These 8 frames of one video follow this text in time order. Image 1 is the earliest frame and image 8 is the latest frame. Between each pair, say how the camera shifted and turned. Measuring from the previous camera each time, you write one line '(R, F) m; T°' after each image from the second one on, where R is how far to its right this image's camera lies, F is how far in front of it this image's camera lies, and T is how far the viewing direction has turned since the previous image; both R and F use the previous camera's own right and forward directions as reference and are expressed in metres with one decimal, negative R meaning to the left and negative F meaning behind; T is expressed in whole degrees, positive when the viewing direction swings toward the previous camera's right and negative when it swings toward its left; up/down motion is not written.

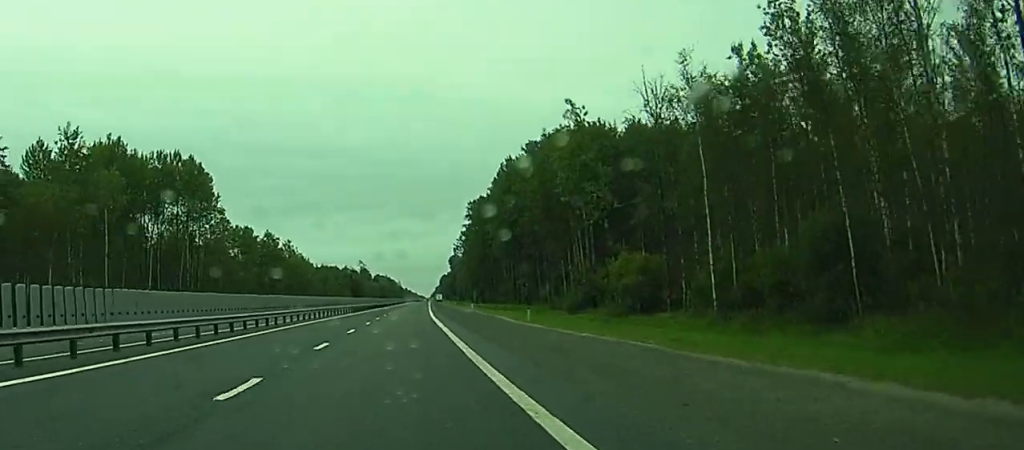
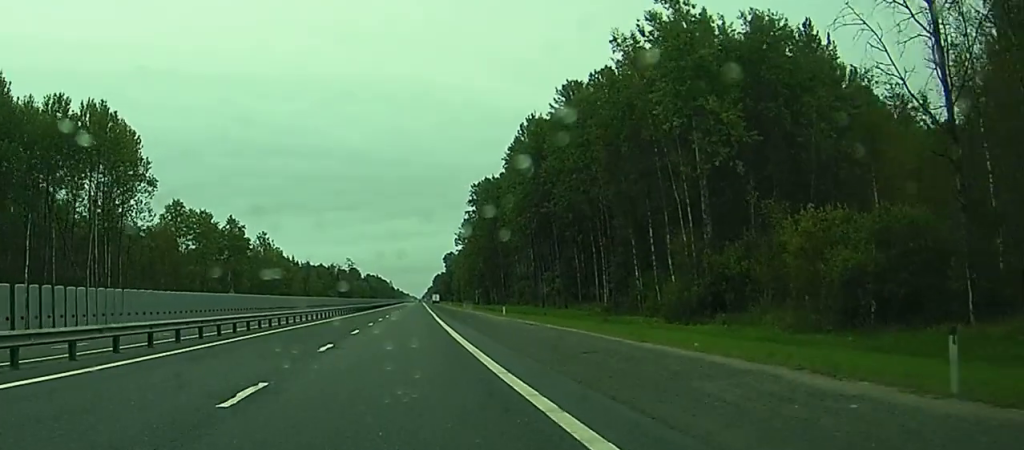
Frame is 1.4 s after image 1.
(+0.2, +36.4) m; +1°
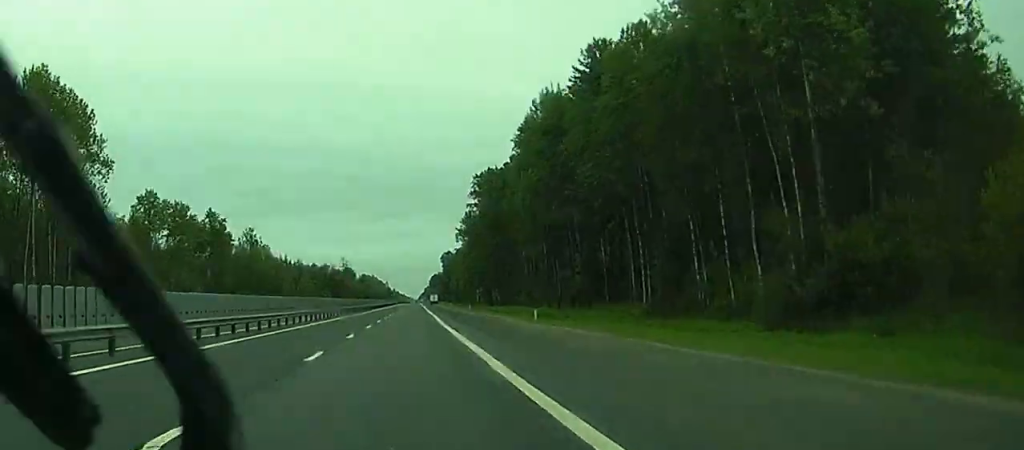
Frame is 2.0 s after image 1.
(+0.1, +15.6) m; +1°
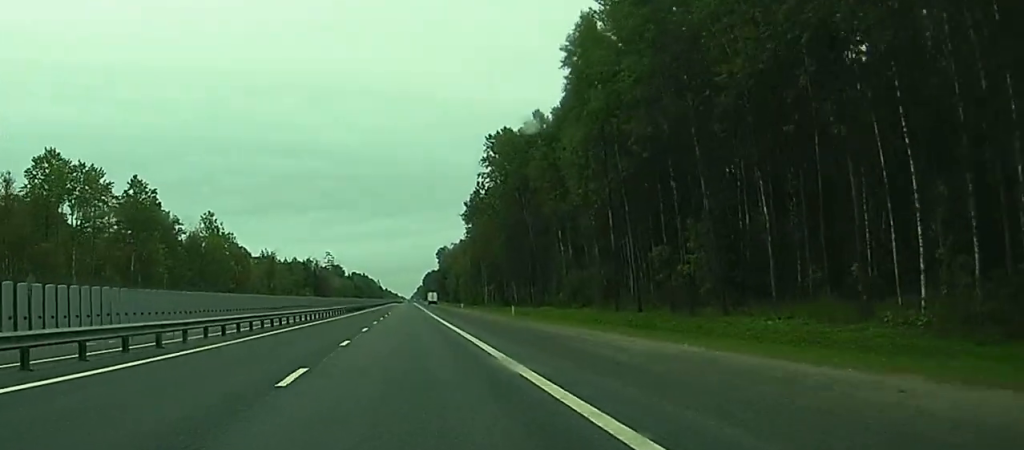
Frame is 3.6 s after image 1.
(+0.5, +41.8) m; +1°
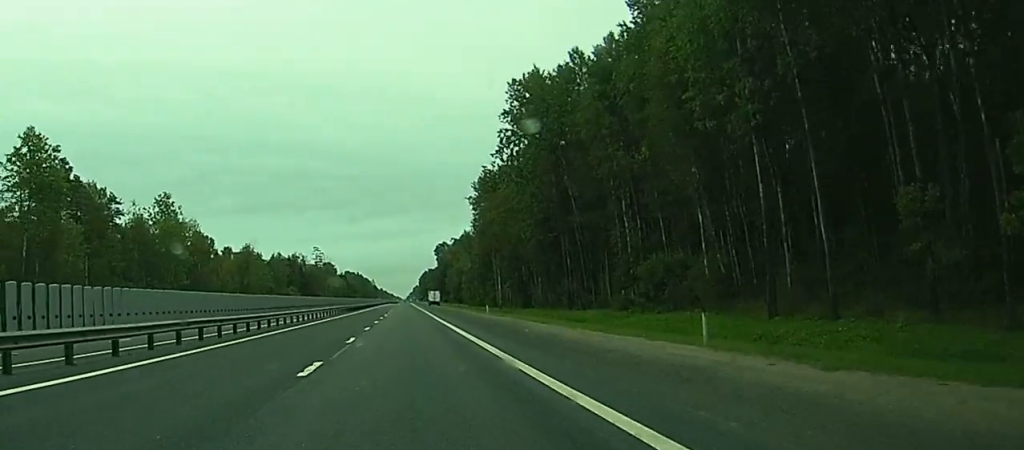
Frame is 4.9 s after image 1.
(-0.1, +34.0) m; 0°
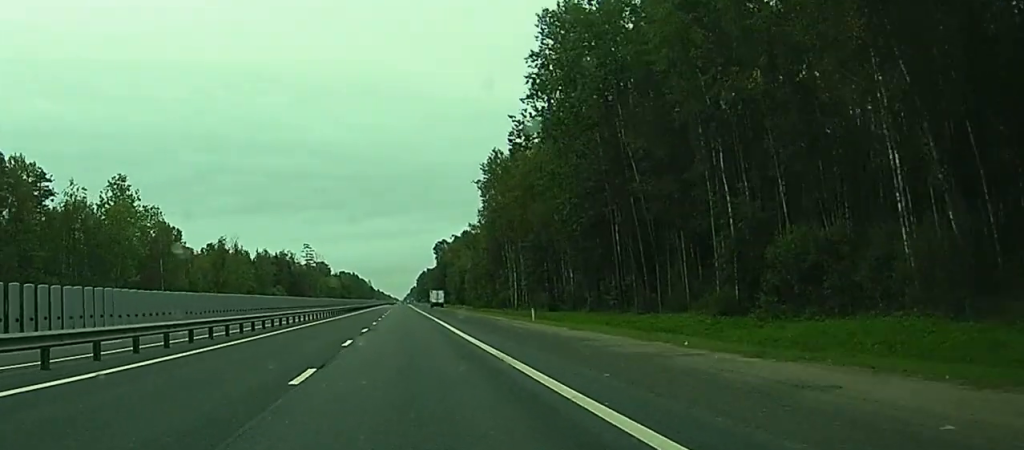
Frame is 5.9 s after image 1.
(-0.1, +25.3) m; 0°
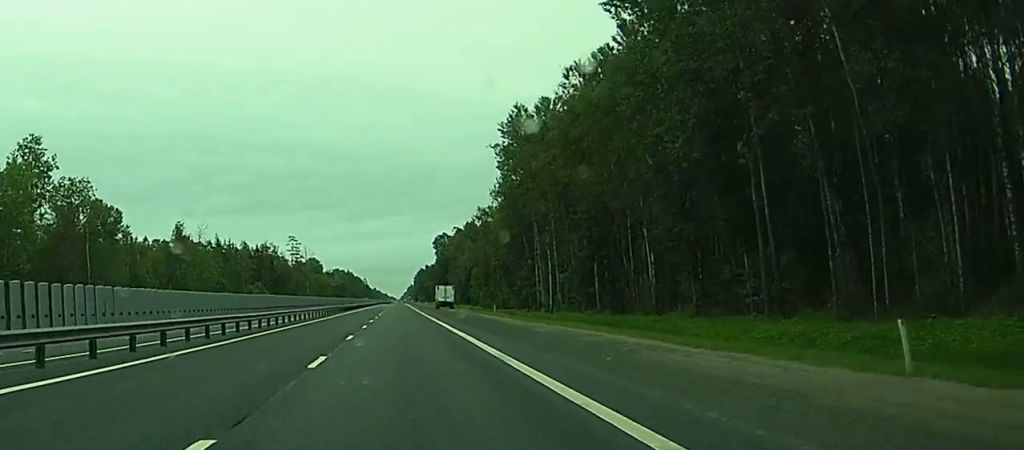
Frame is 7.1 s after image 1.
(+0.1, +33.1) m; 0°
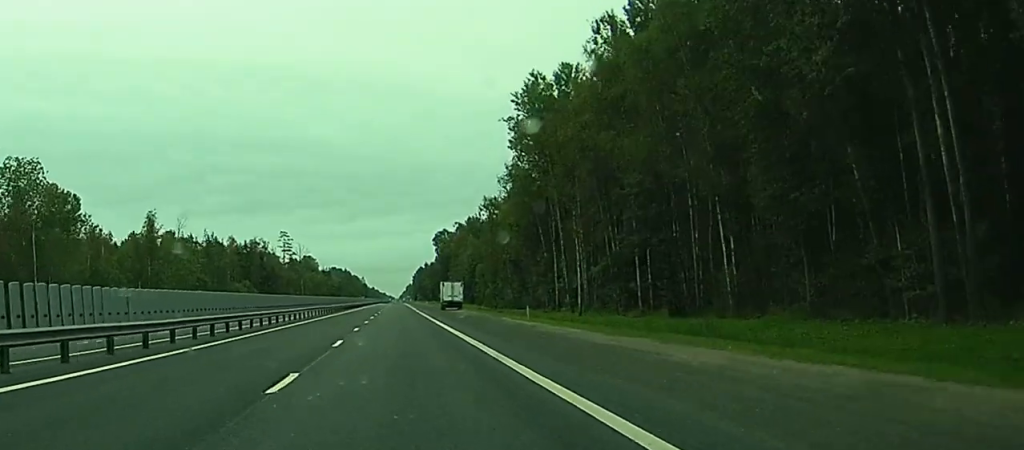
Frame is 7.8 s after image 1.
(0.0, +16.5) m; 0°
